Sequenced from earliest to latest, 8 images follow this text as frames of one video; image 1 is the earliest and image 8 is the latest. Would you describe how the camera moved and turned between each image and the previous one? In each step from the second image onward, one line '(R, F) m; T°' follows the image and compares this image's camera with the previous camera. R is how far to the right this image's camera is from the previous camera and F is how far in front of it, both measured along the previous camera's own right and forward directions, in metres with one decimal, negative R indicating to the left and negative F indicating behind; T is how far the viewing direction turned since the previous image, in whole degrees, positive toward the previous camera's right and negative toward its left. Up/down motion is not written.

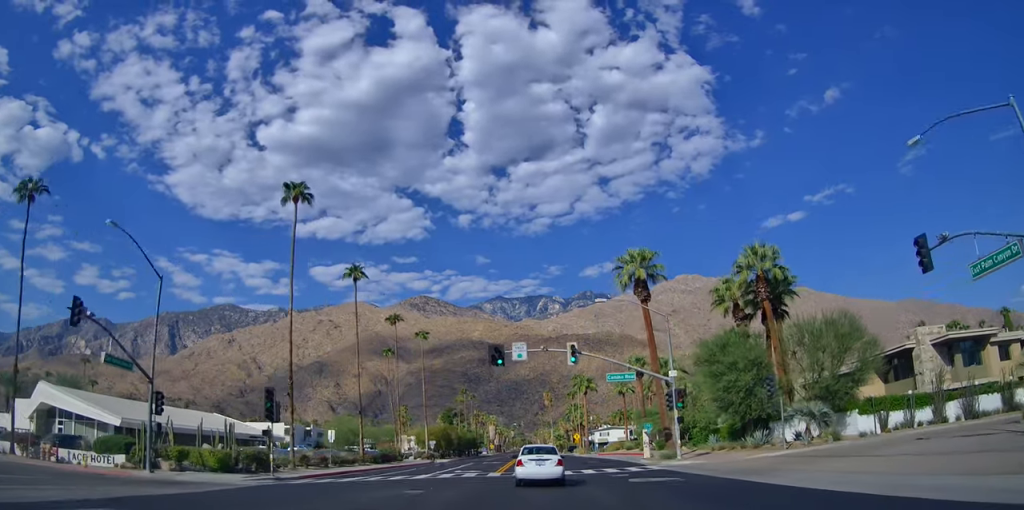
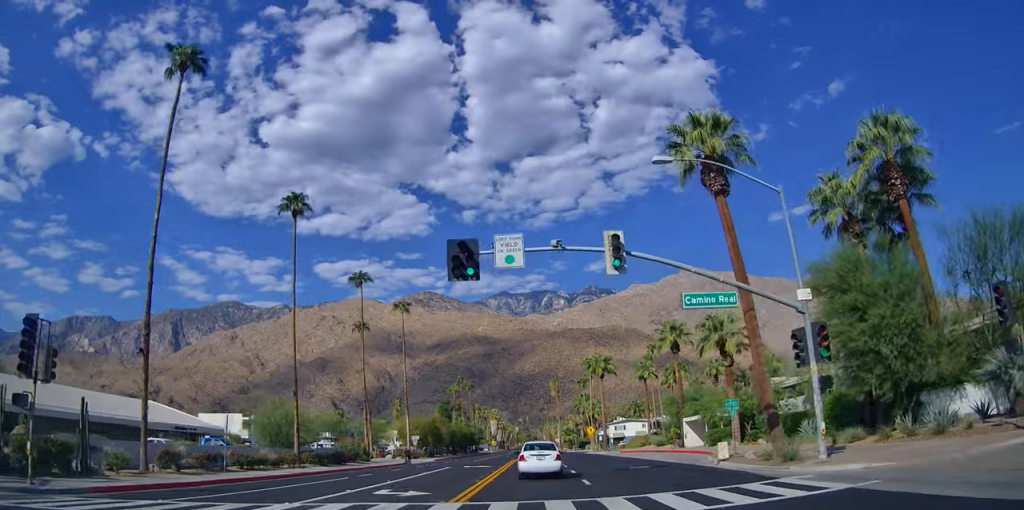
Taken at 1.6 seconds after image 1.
(0.0, +16.5) m; 0°
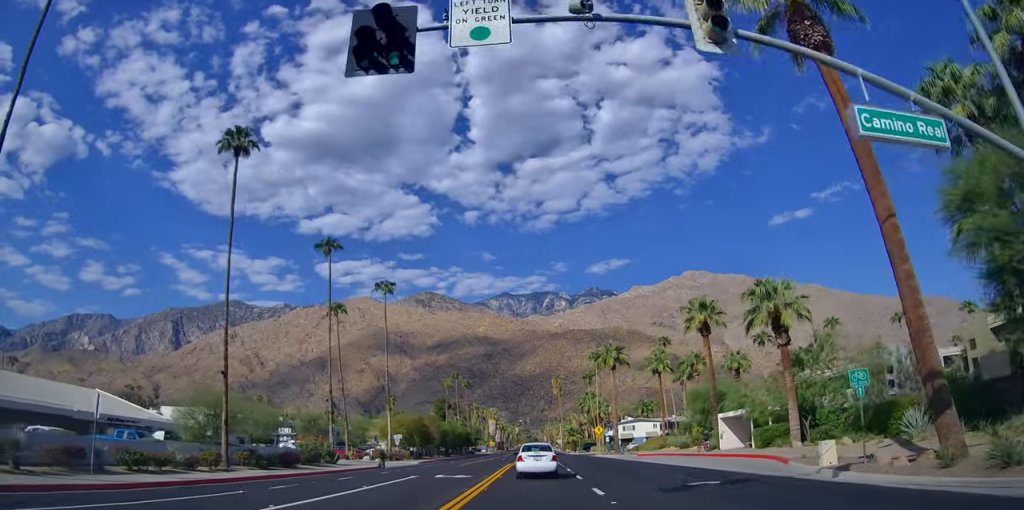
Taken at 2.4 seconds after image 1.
(0.0, +10.0) m; 0°
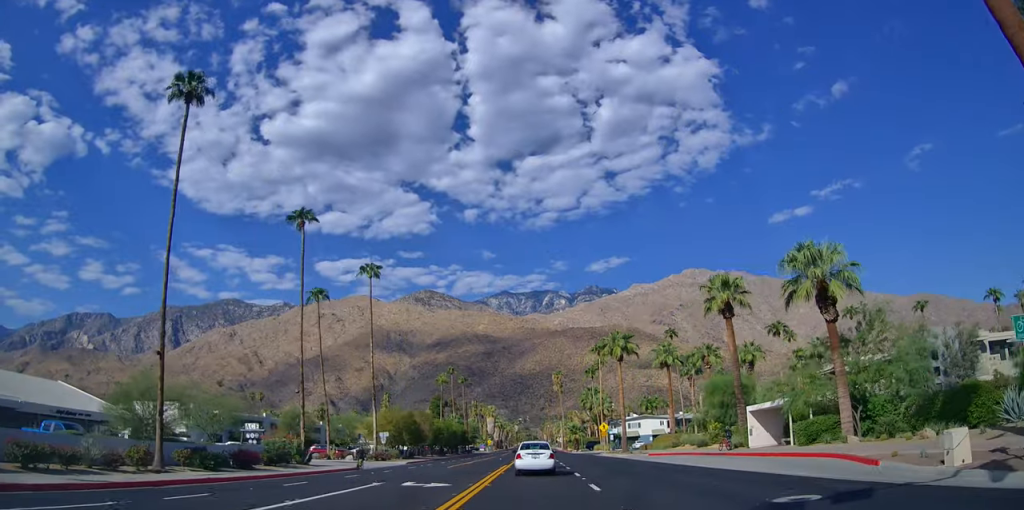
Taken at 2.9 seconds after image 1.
(0.0, +6.1) m; 0°
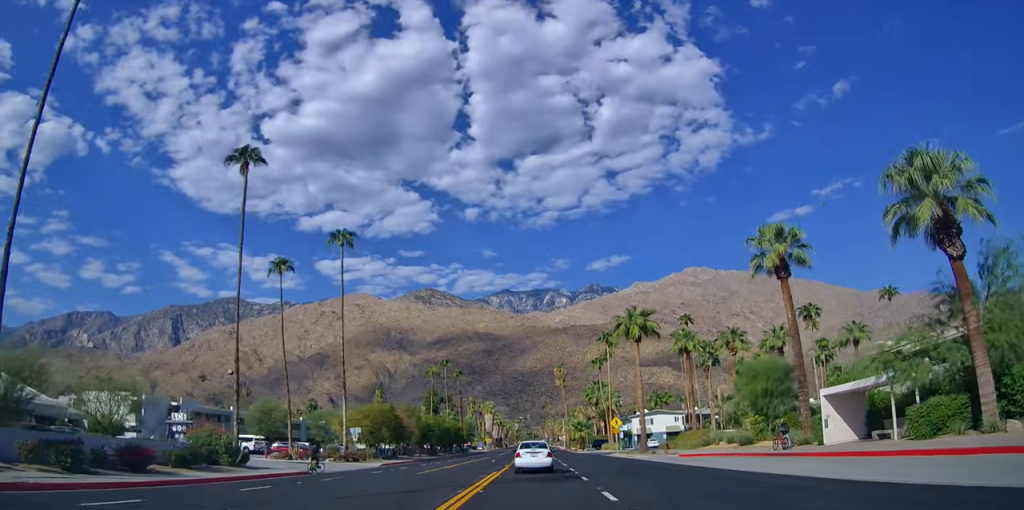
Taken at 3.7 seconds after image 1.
(0.0, +10.0) m; 0°
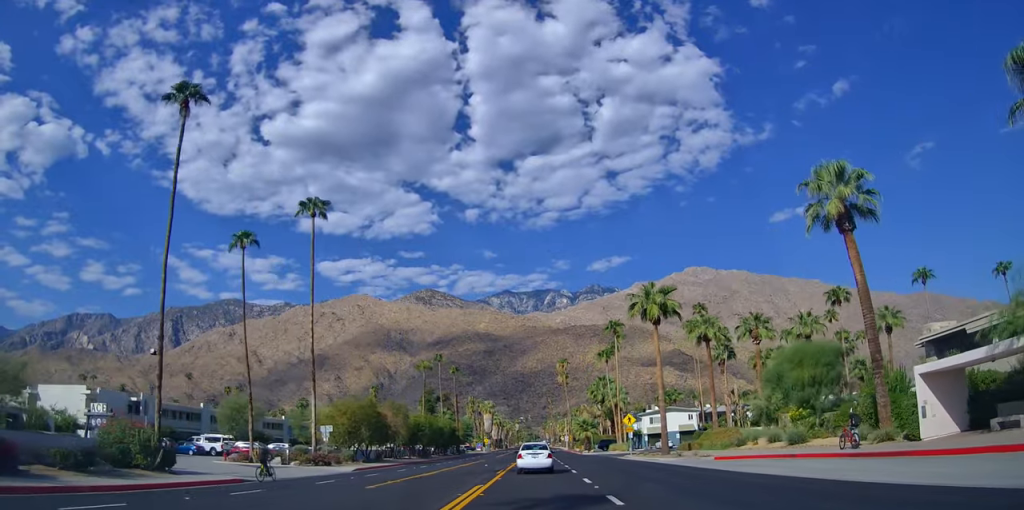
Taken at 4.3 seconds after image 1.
(0.0, +7.7) m; 0°
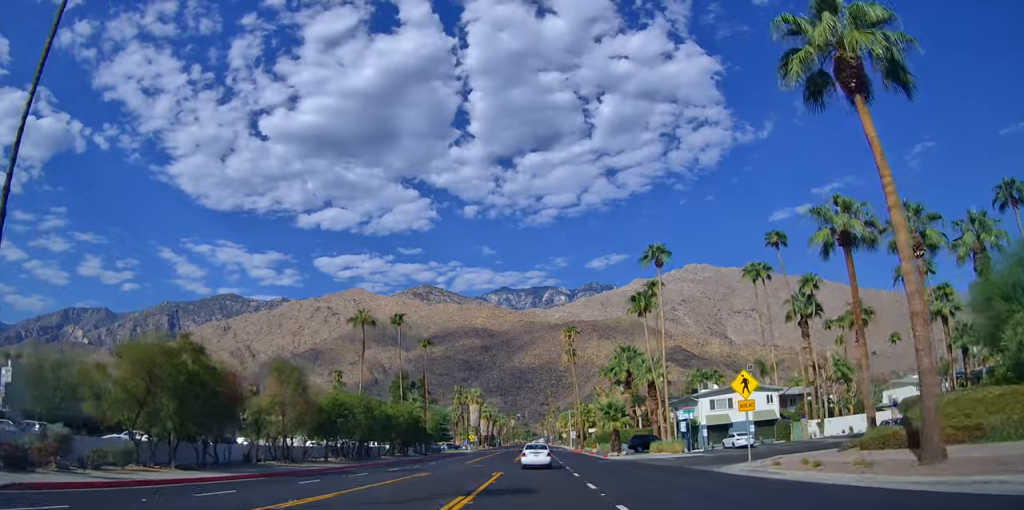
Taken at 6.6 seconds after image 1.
(-0.3, +30.6) m; -2°
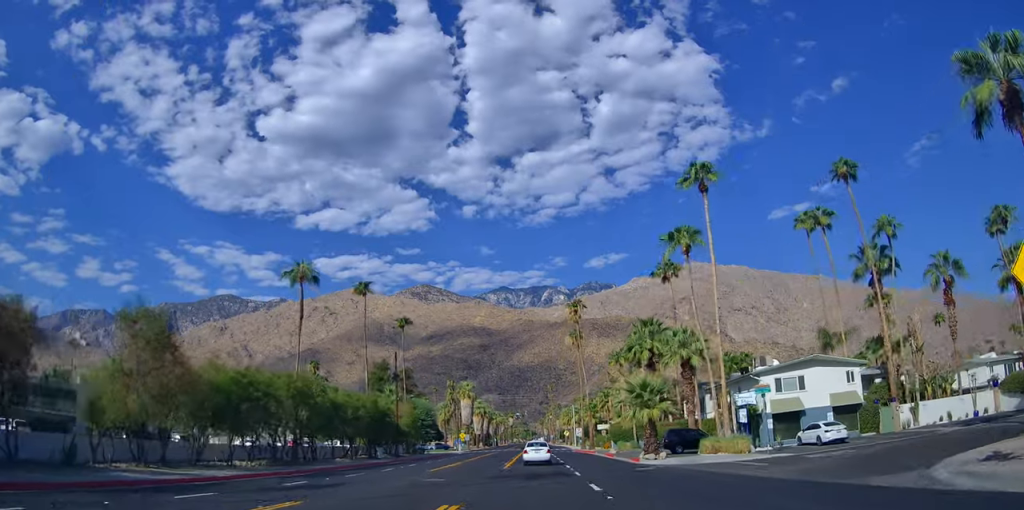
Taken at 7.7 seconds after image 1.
(-0.2, +15.4) m; +1°
